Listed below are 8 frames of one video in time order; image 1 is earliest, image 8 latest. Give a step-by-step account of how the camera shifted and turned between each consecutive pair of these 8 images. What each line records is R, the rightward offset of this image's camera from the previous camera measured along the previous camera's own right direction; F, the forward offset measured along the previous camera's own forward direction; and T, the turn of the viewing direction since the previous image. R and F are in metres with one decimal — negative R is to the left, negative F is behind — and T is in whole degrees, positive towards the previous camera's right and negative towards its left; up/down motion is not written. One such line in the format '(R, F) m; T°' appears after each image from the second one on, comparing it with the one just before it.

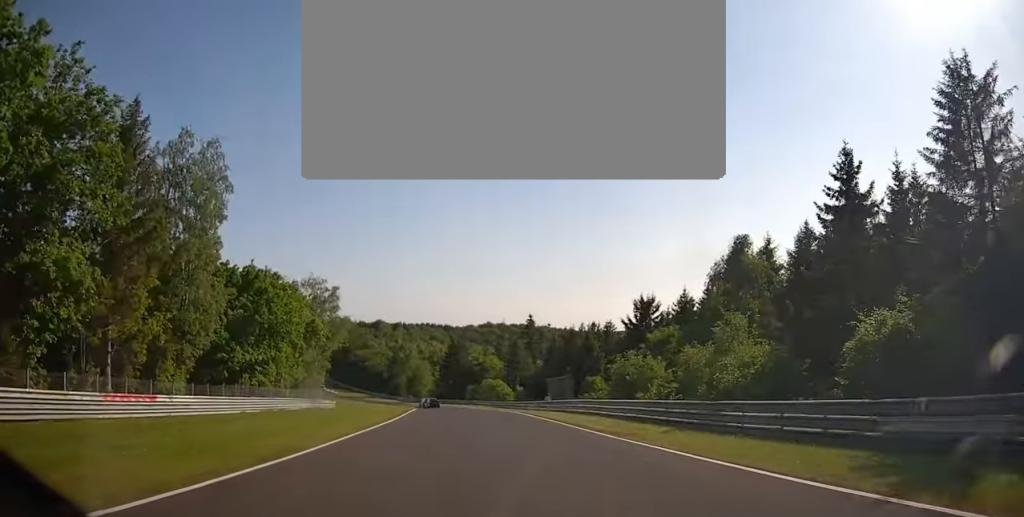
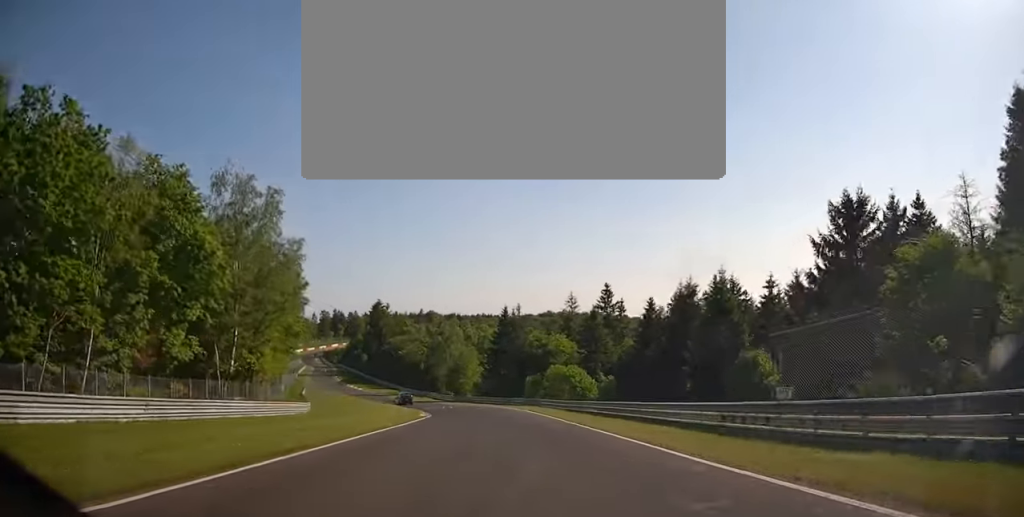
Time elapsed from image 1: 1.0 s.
(-2.4, +37.2) m; -7°
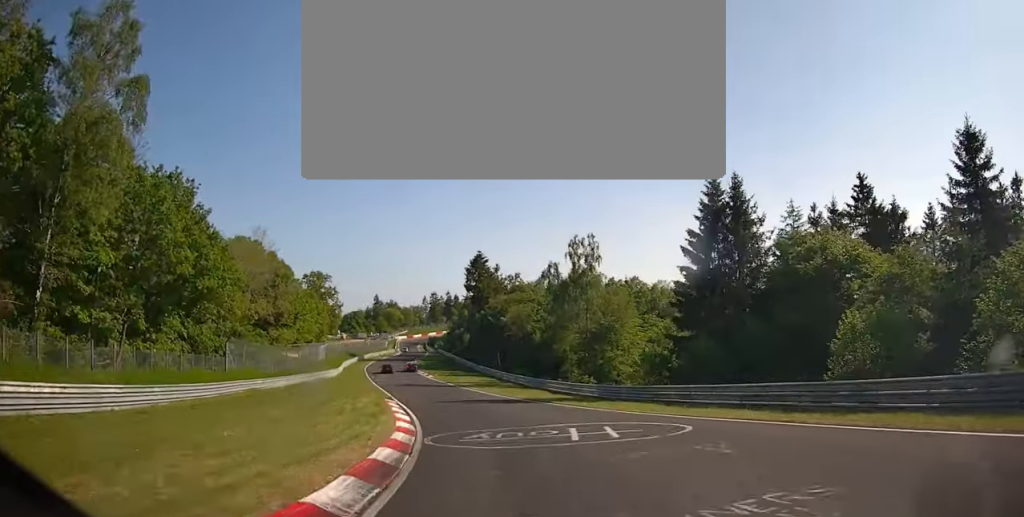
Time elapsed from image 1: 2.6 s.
(-5.8, +55.9) m; -13°
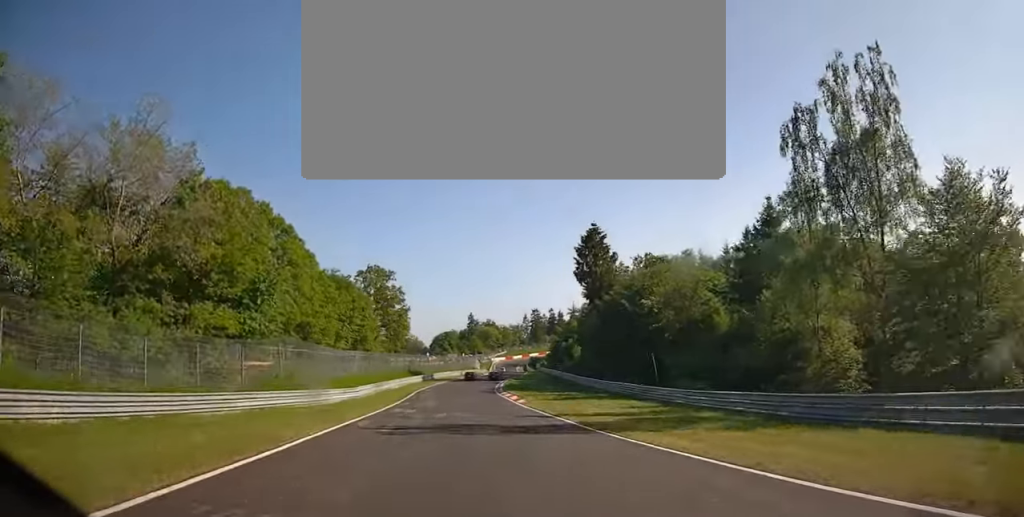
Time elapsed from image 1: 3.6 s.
(-2.9, +37.7) m; -7°
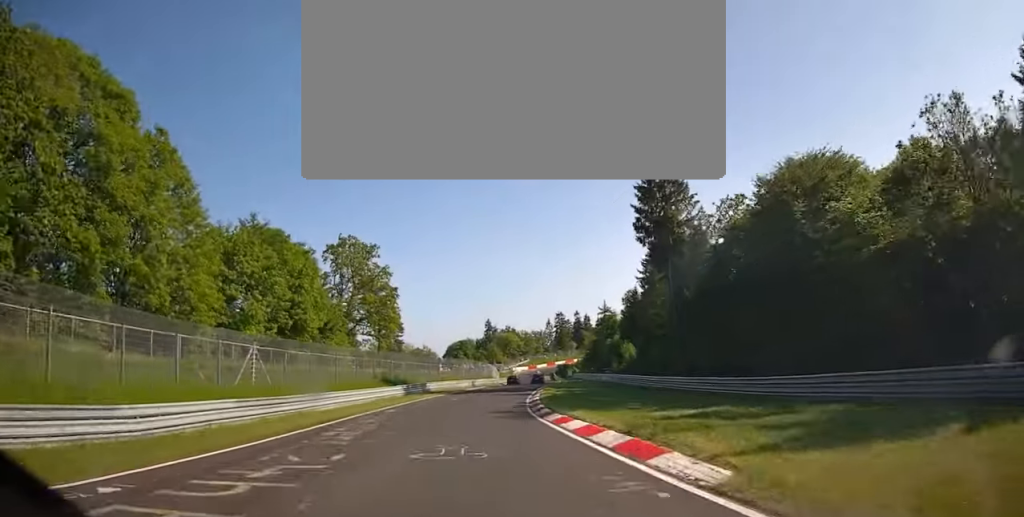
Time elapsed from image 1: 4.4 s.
(-1.1, +31.1) m; -3°
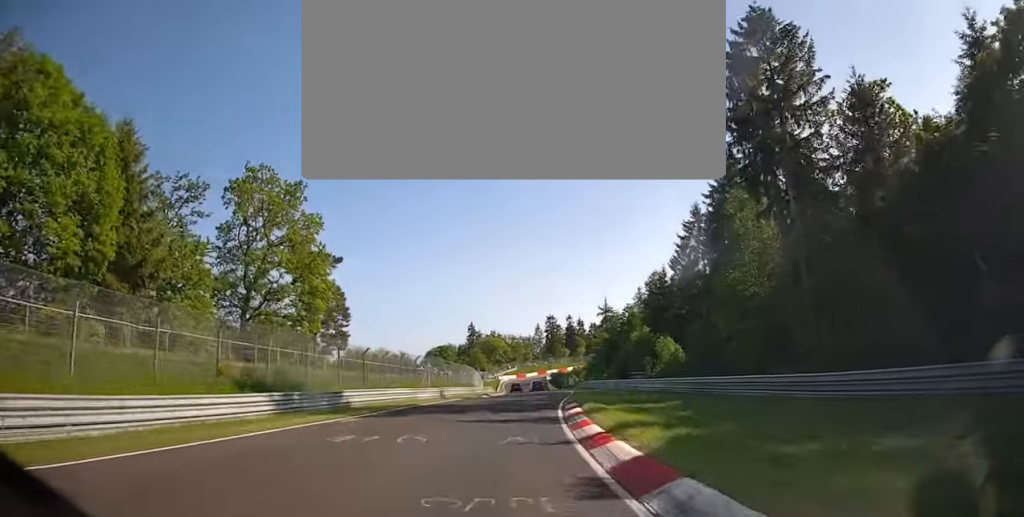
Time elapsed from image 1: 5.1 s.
(-0.5, +28.1) m; +1°
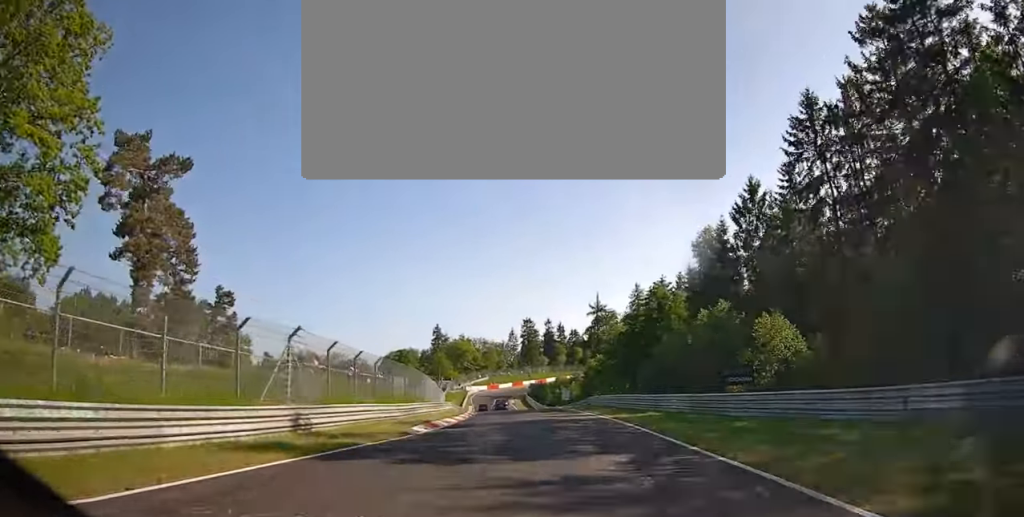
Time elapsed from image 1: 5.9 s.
(+0.6, +31.6) m; +2°
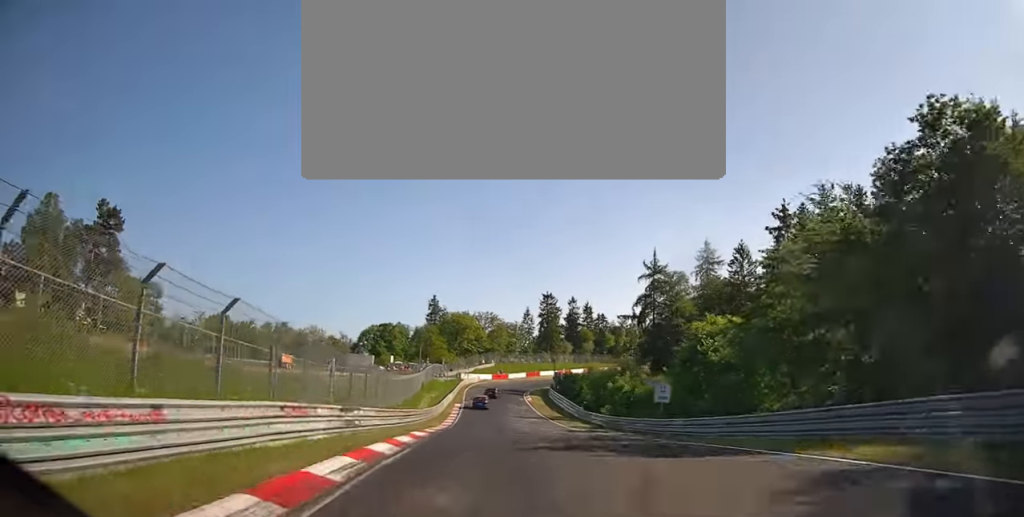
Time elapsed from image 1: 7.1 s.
(+1.0, +44.2) m; +2°
